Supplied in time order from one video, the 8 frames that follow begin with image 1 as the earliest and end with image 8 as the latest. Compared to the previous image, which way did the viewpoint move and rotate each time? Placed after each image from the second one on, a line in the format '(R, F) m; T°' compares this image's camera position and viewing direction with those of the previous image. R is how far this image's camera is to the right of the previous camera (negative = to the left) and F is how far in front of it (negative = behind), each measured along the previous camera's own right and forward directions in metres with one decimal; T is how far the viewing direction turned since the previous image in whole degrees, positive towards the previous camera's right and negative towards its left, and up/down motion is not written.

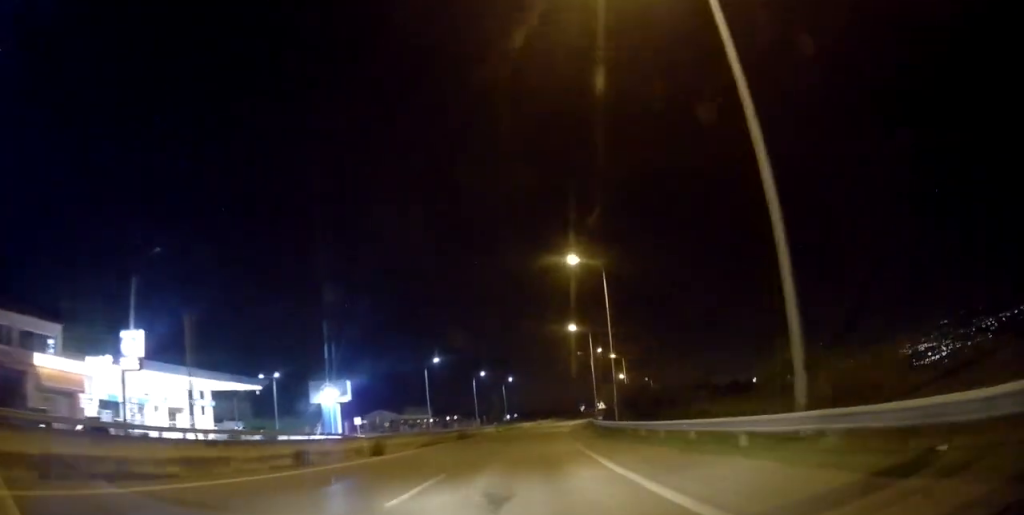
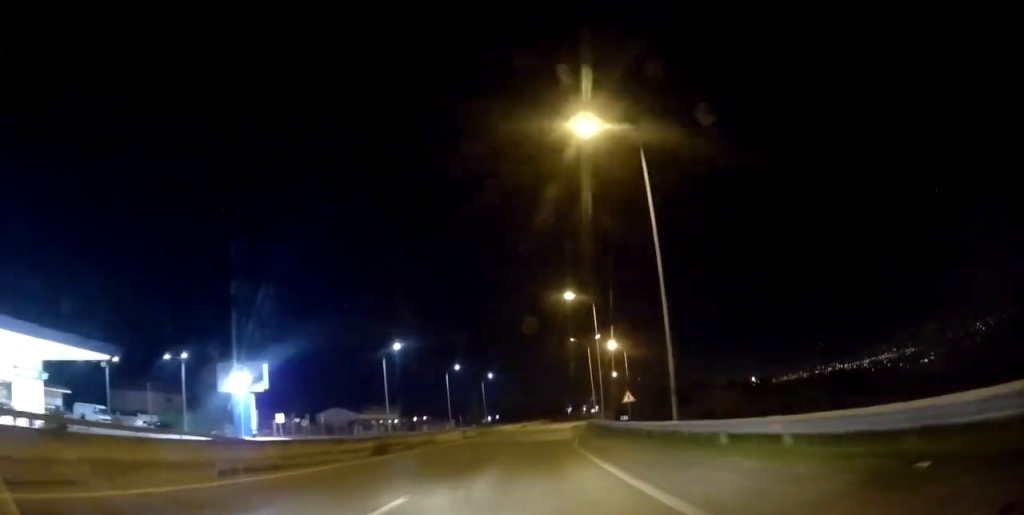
(+0.4, +22.8) m; +2°
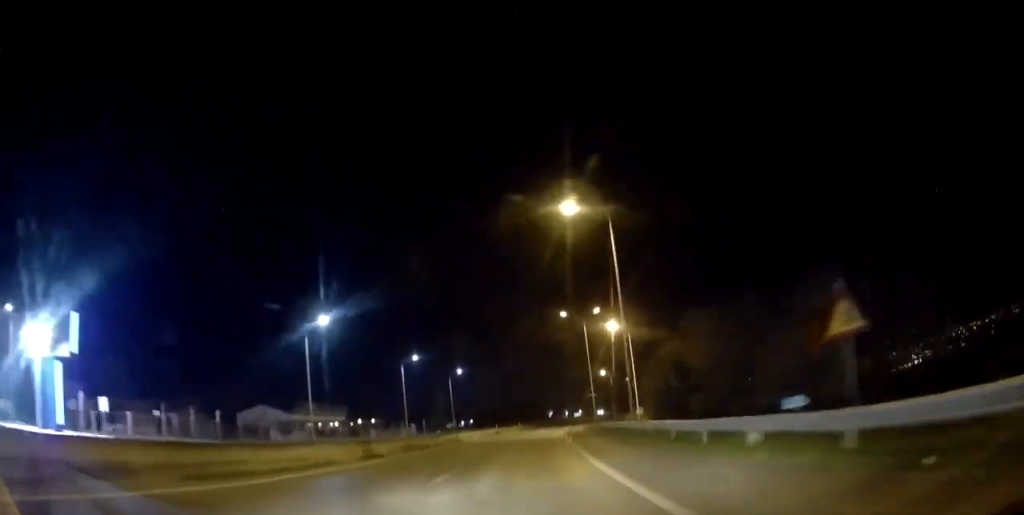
(+0.3, +26.2) m; +2°
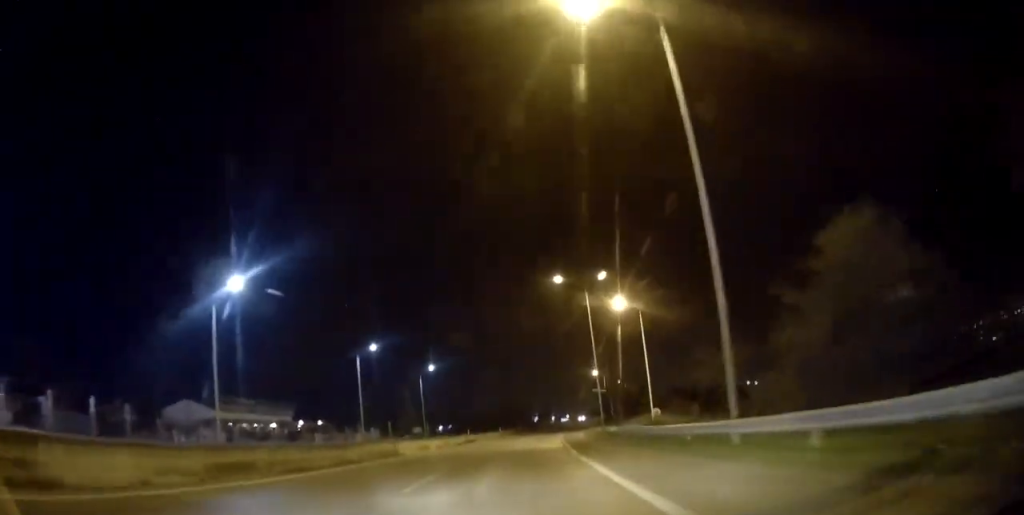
(+0.6, +19.0) m; +2°
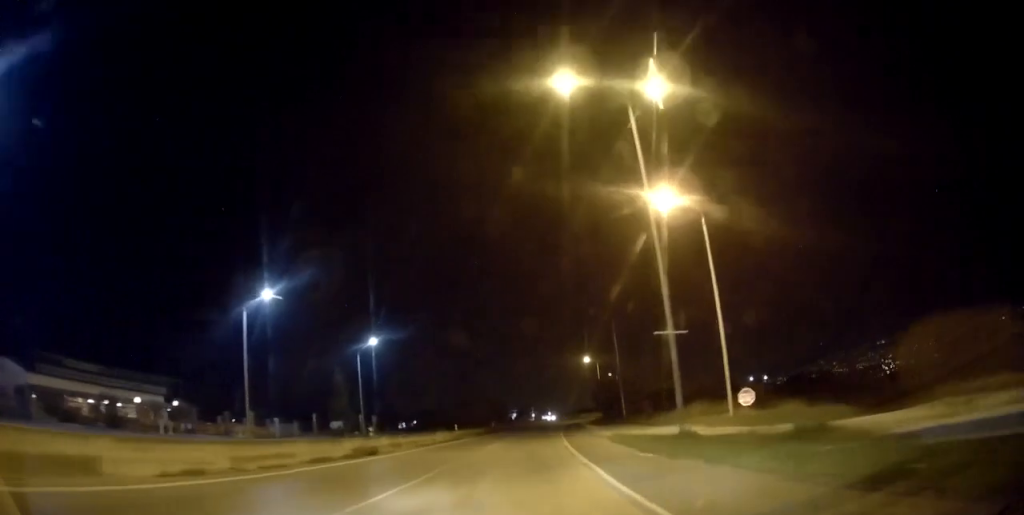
(+0.4, +31.1) m; +1°
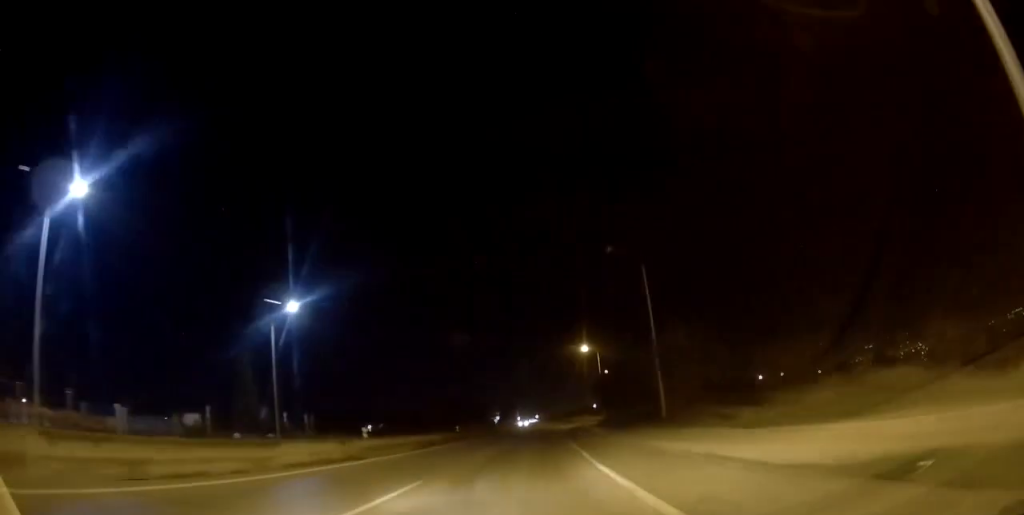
(+0.2, +26.5) m; +2°
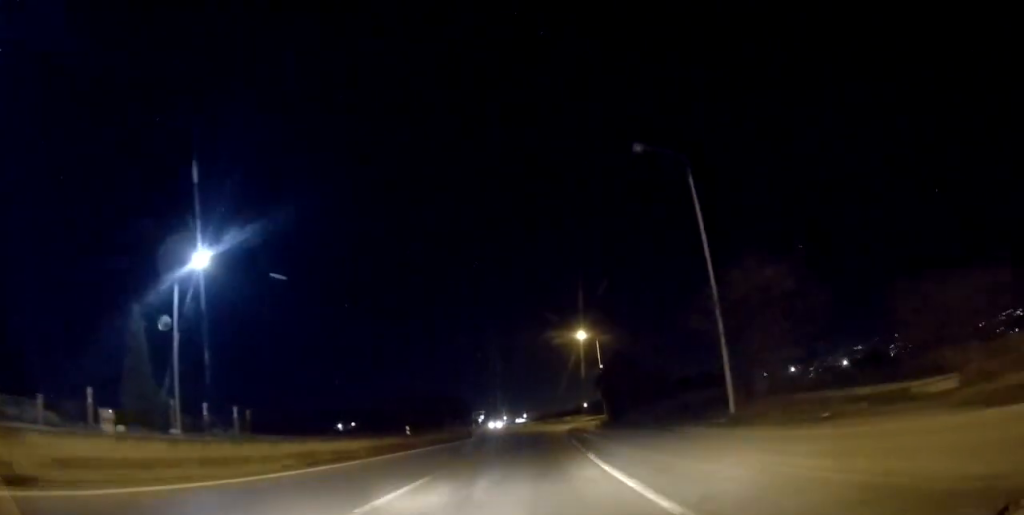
(+0.4, +17.2) m; +1°
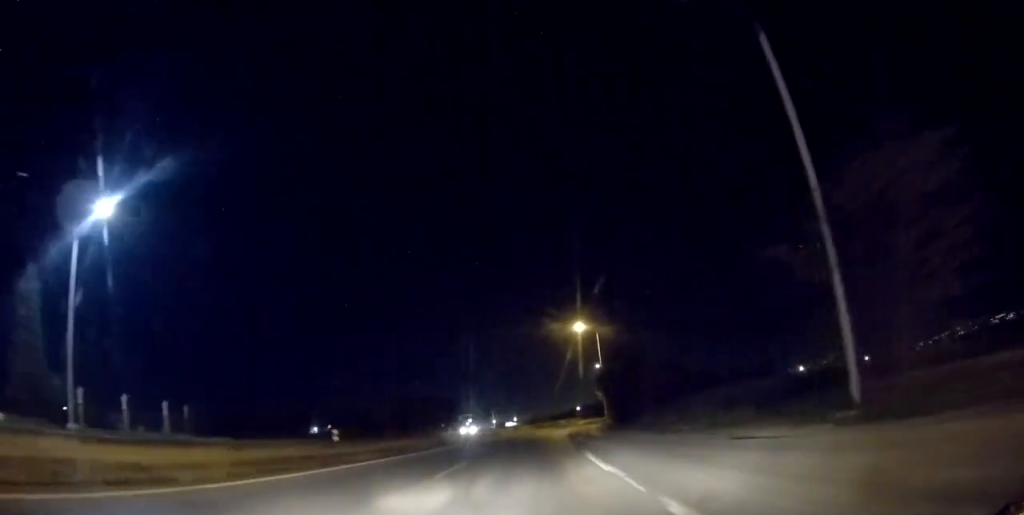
(+0.1, +12.0) m; +1°
